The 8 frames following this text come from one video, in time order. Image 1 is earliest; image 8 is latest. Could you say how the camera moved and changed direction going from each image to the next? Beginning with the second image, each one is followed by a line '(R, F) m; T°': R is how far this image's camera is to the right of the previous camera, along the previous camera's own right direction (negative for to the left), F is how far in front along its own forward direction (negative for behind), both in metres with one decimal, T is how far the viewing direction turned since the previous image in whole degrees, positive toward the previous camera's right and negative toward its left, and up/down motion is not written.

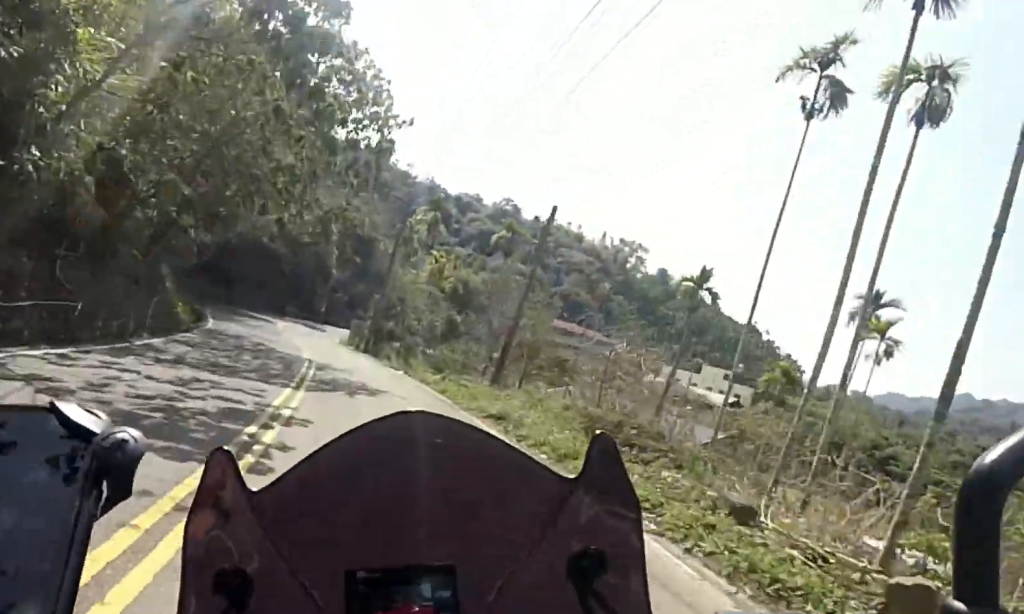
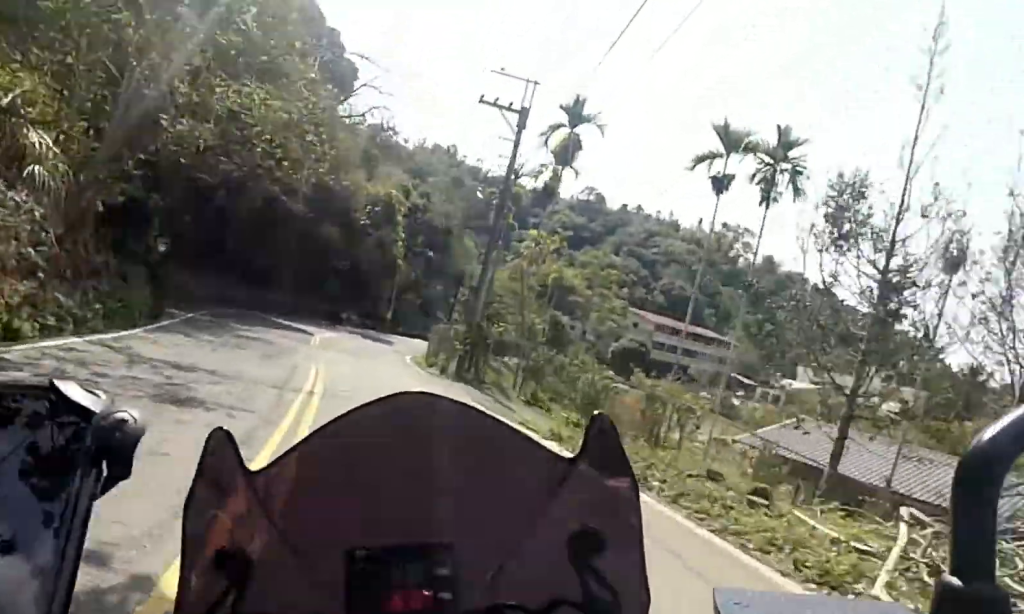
(0.0, +15.0) m; 0°
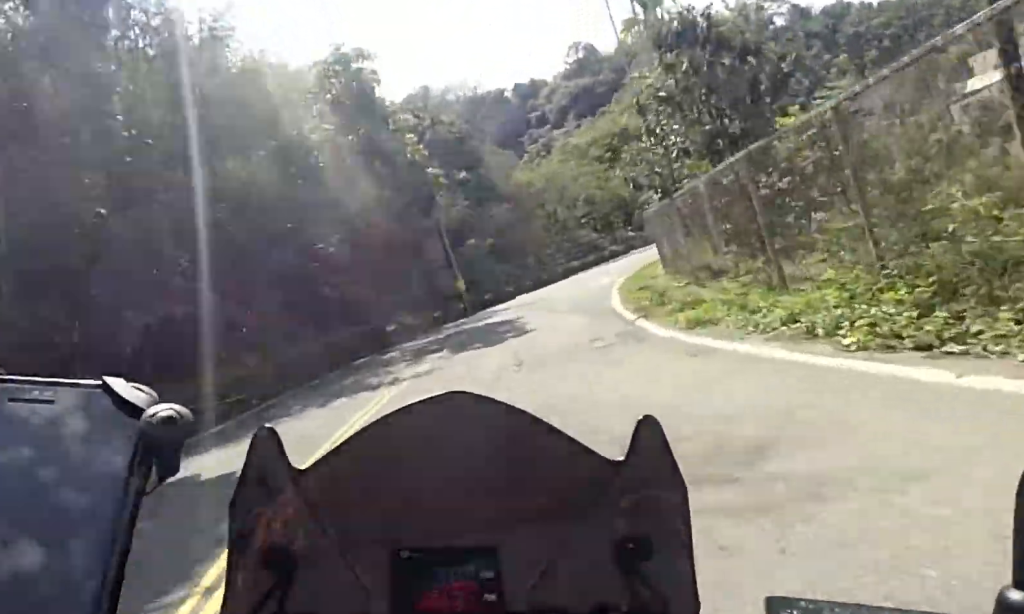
(-0.2, +23.0) m; +3°
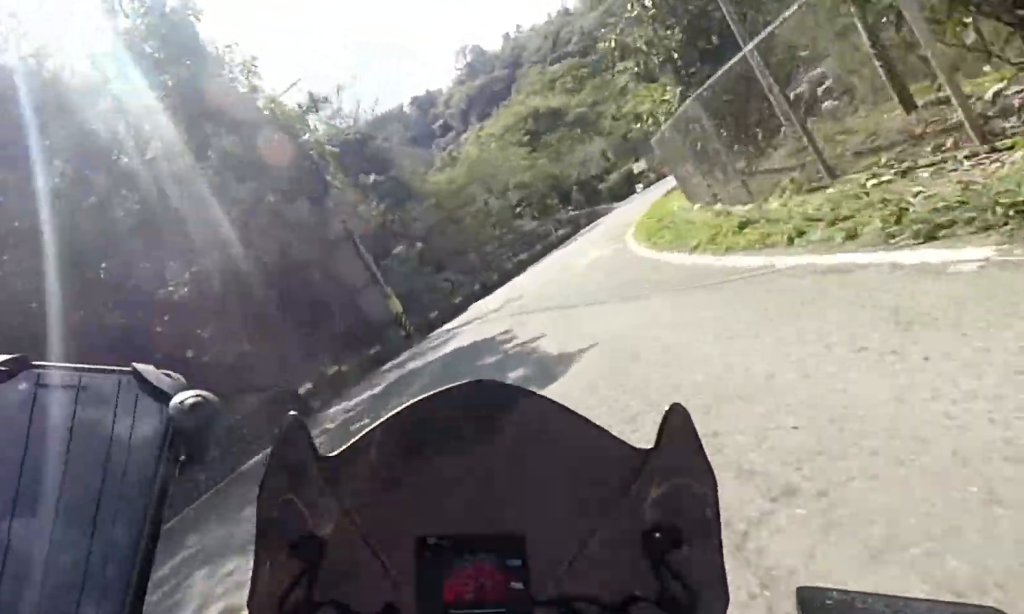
(+0.7, +8.3) m; +5°
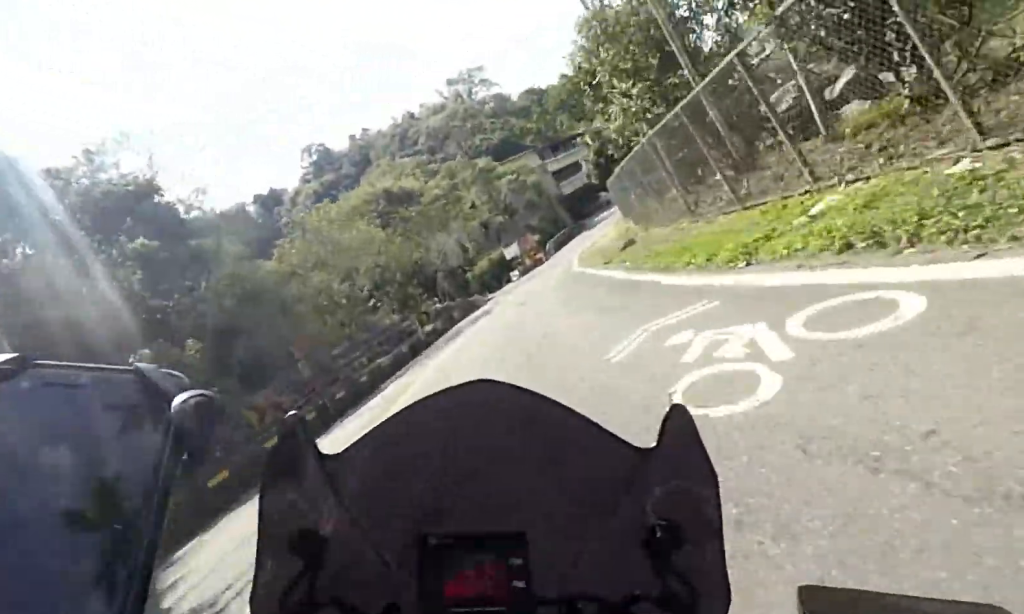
(+0.9, +13.8) m; +11°
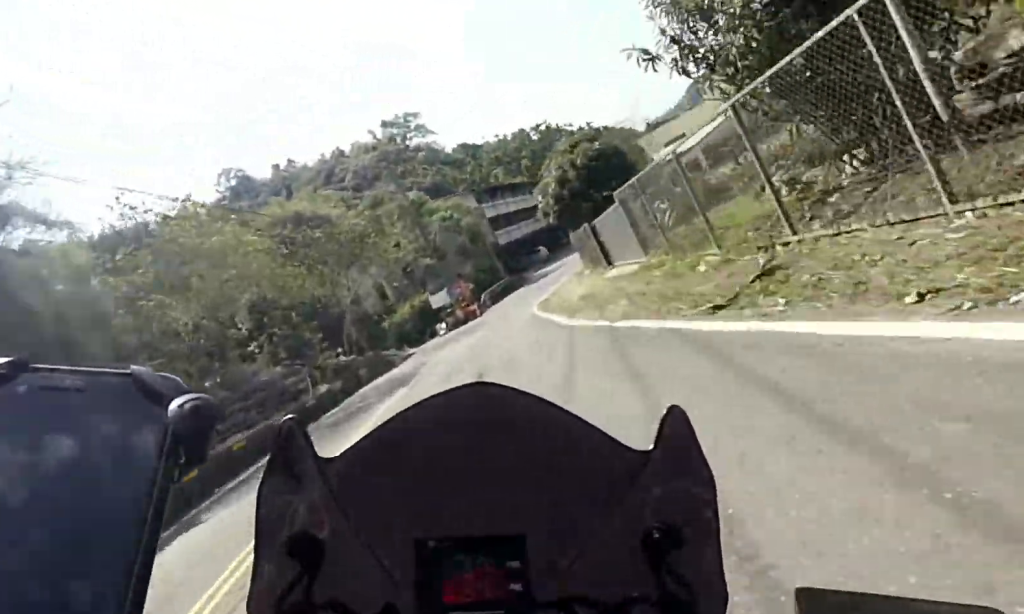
(-0.4, +10.1) m; +12°
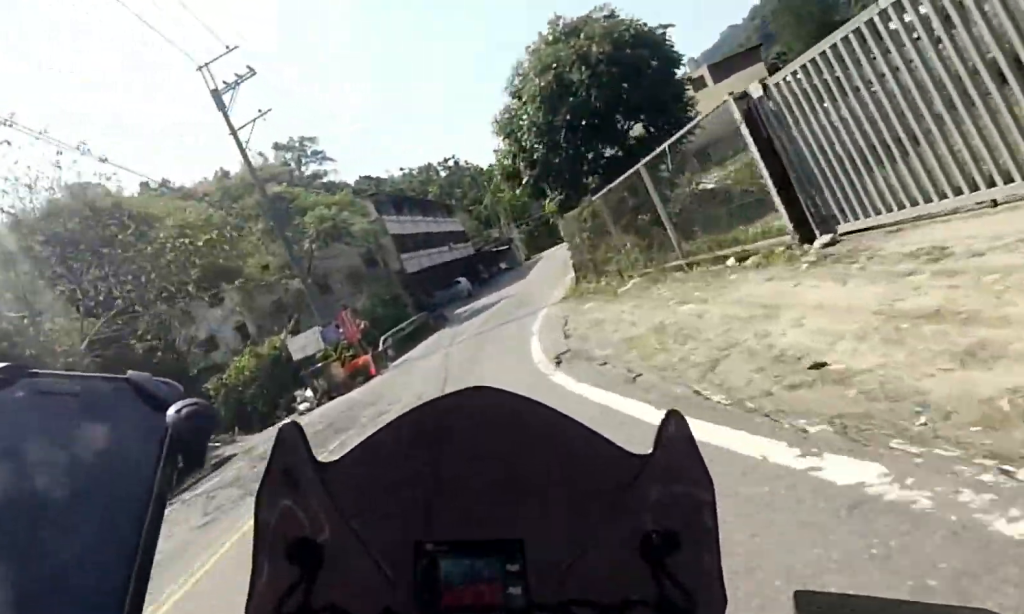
(+4.1, +16.7) m; +14°
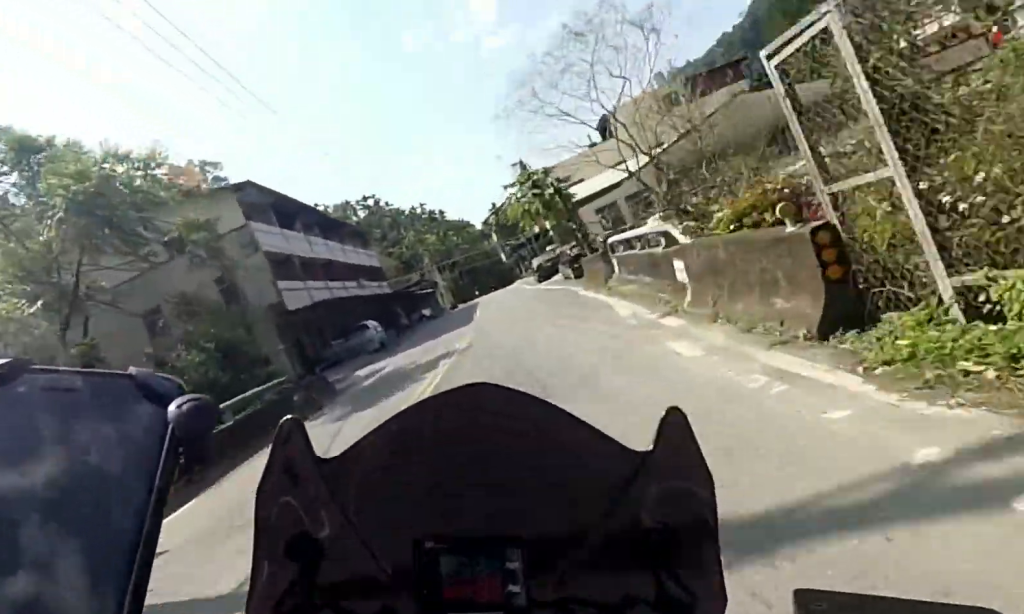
(+0.8, +15.4) m; +3°
